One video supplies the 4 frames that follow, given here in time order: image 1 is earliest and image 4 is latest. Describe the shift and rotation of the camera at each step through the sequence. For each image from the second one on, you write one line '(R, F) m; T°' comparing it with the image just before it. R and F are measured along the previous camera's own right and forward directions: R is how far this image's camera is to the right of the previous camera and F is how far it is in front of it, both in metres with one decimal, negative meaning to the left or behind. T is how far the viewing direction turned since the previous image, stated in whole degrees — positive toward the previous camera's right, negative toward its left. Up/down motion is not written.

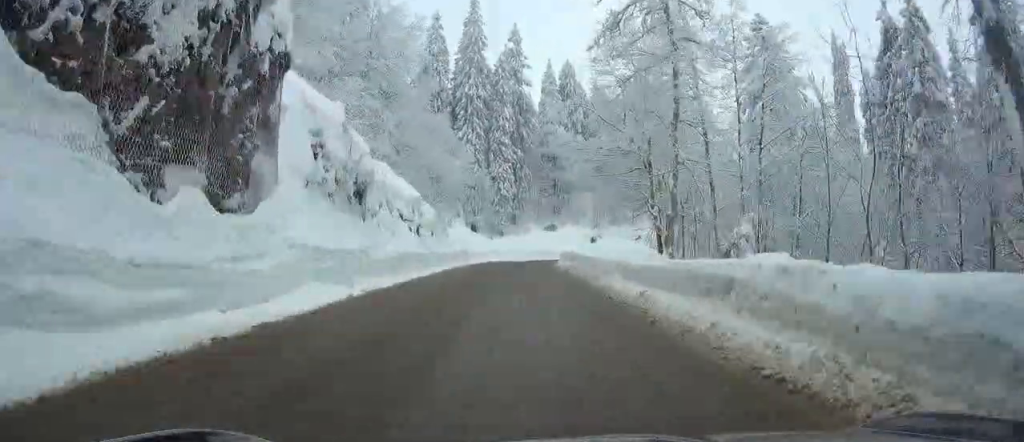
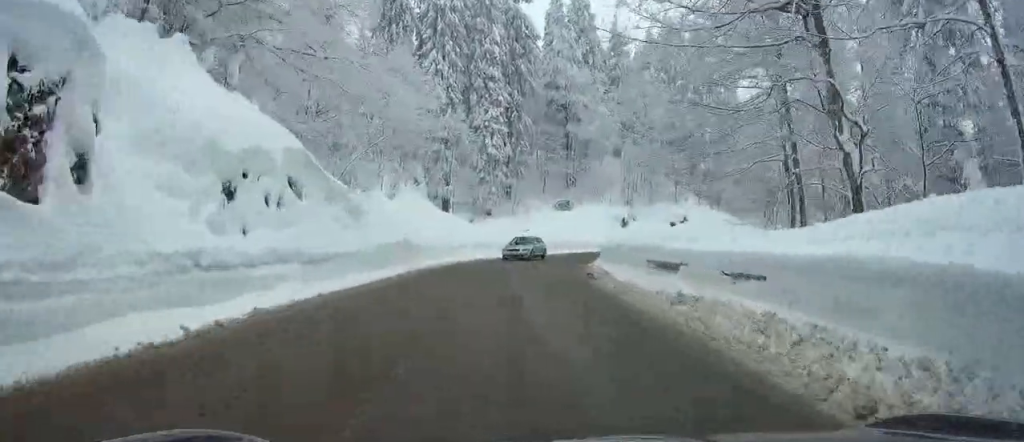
(-1.1, +31.4) m; -3°
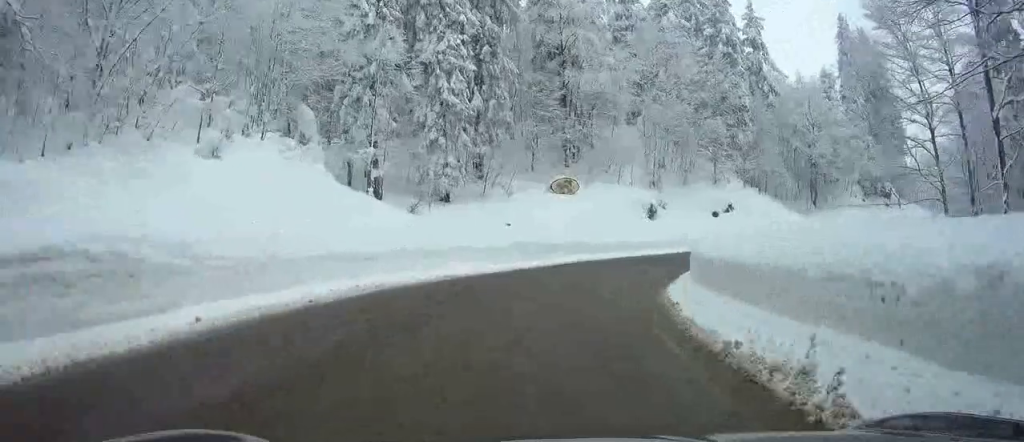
(-0.1, +22.5) m; +1°
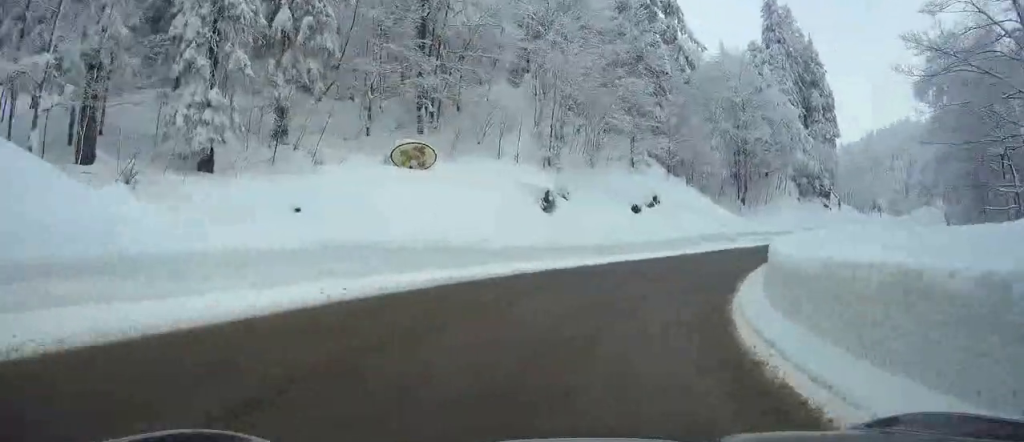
(+1.0, +16.3) m; +21°
